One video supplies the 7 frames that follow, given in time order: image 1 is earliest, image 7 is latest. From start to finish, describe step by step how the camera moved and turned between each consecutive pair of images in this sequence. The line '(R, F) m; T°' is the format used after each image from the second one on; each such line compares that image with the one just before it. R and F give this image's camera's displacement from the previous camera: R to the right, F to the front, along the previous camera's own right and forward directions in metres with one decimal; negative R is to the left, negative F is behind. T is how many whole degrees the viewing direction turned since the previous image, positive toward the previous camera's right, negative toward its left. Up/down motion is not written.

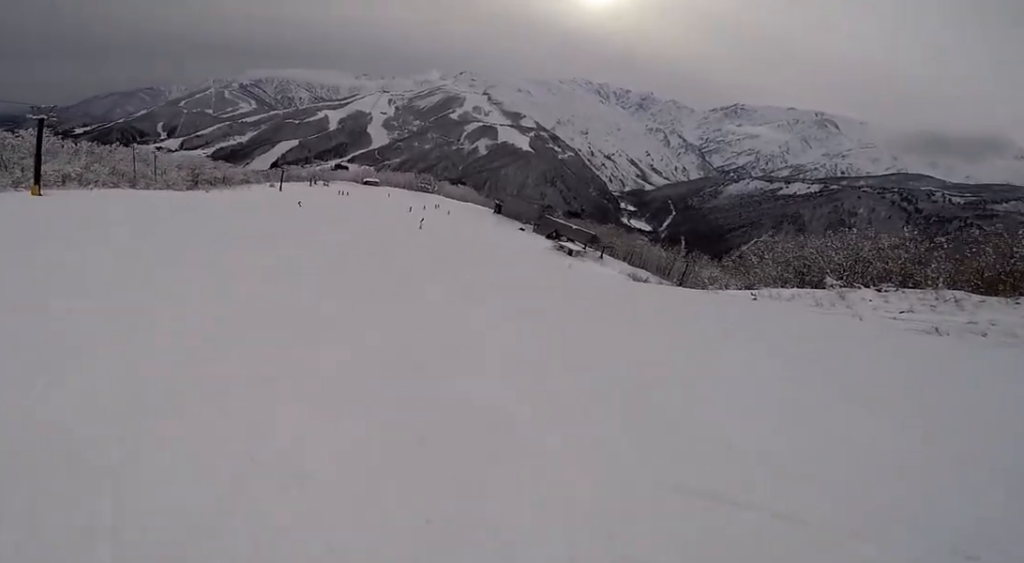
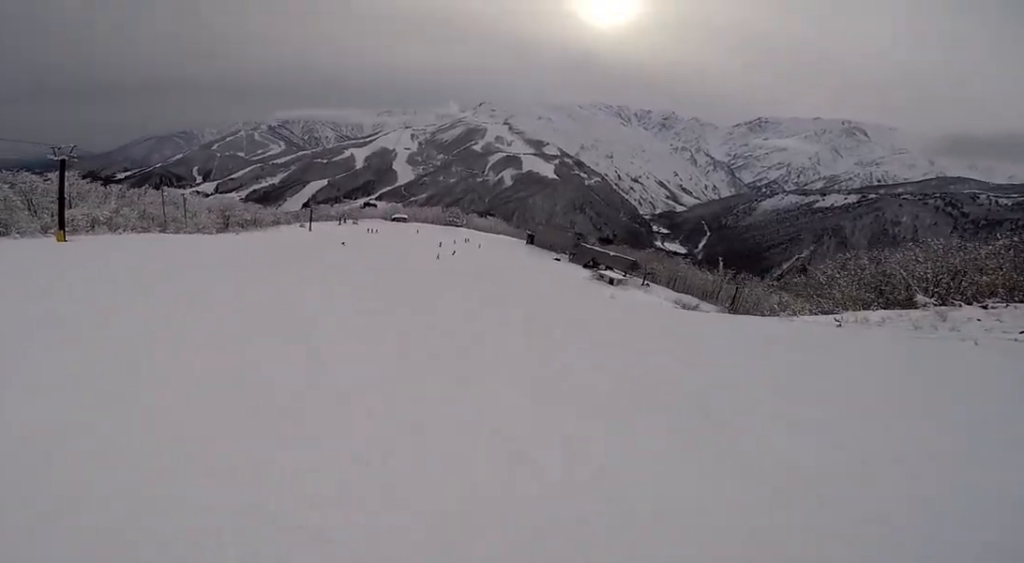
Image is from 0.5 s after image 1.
(-0.3, +3.8) m; -3°
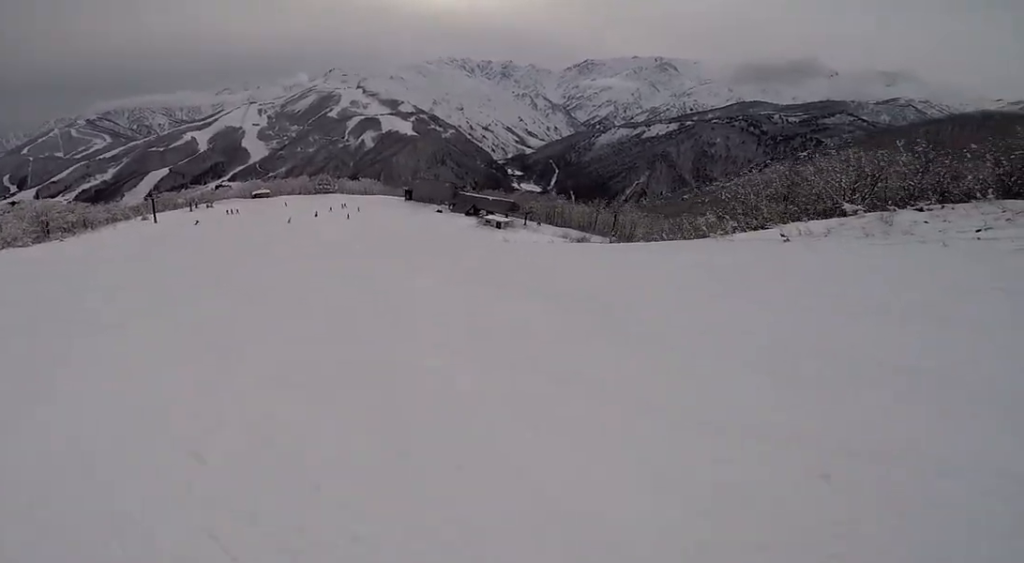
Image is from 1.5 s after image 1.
(-0.3, +8.6) m; +2°
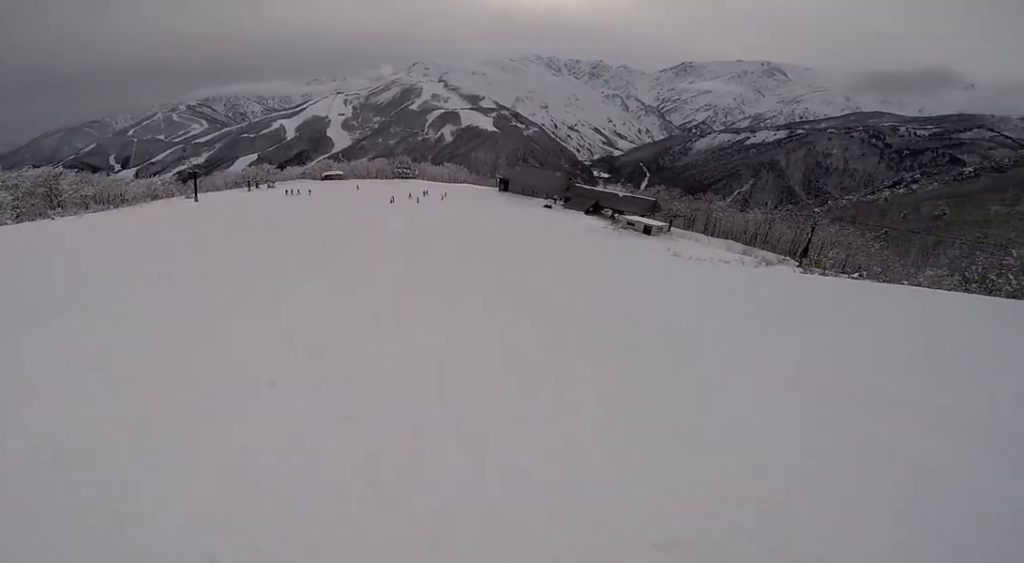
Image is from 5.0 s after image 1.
(+0.1, +30.5) m; +3°
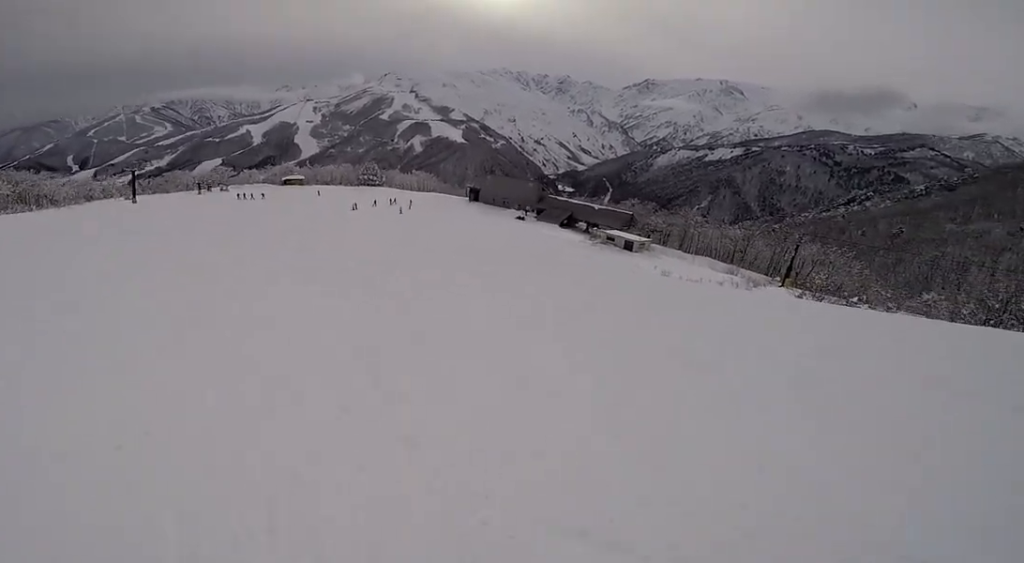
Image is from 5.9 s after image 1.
(+0.5, +7.8) m; +3°
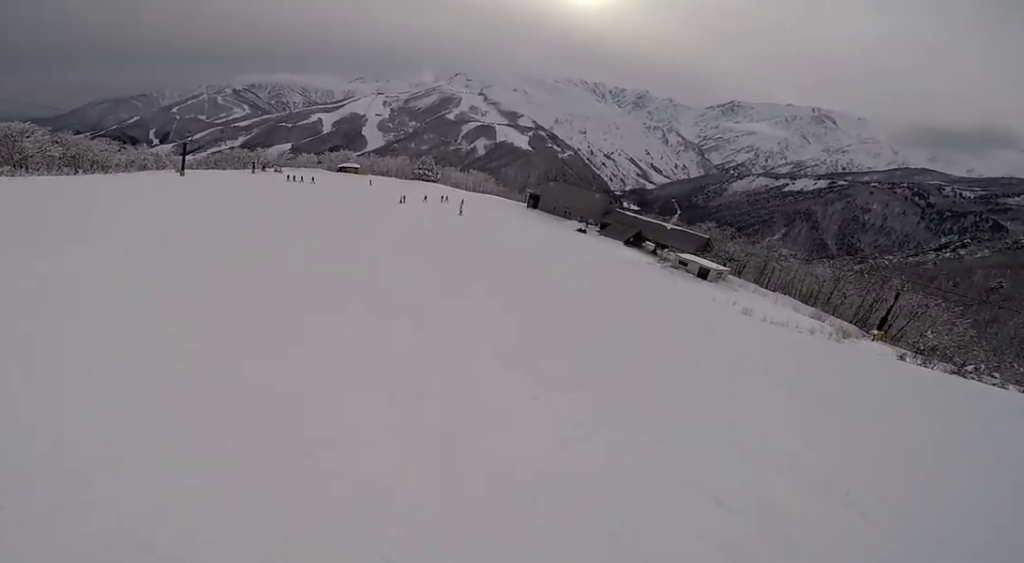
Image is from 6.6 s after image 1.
(+0.1, +6.2) m; -3°
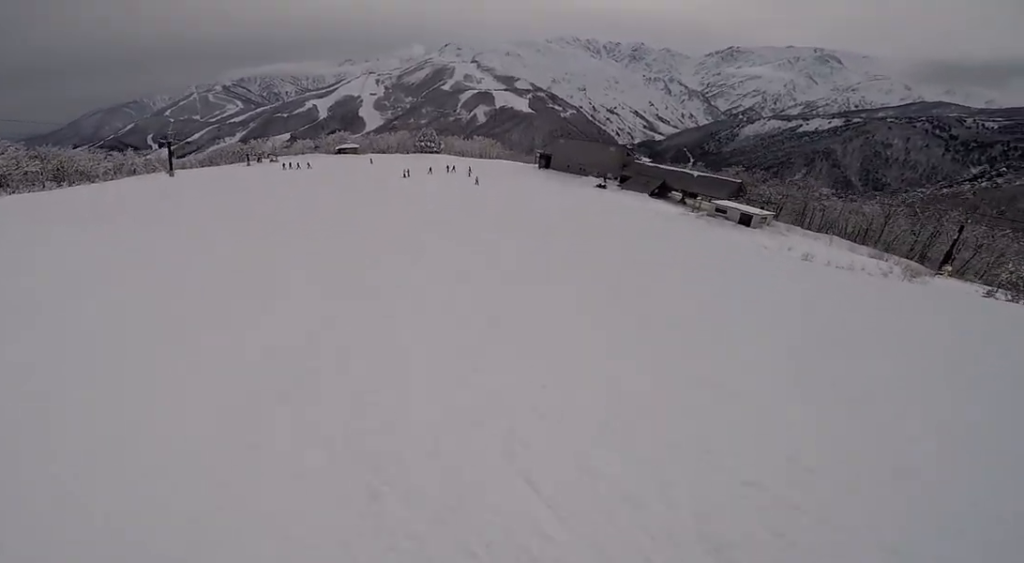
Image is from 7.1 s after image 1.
(-0.2, +4.6) m; -1°
